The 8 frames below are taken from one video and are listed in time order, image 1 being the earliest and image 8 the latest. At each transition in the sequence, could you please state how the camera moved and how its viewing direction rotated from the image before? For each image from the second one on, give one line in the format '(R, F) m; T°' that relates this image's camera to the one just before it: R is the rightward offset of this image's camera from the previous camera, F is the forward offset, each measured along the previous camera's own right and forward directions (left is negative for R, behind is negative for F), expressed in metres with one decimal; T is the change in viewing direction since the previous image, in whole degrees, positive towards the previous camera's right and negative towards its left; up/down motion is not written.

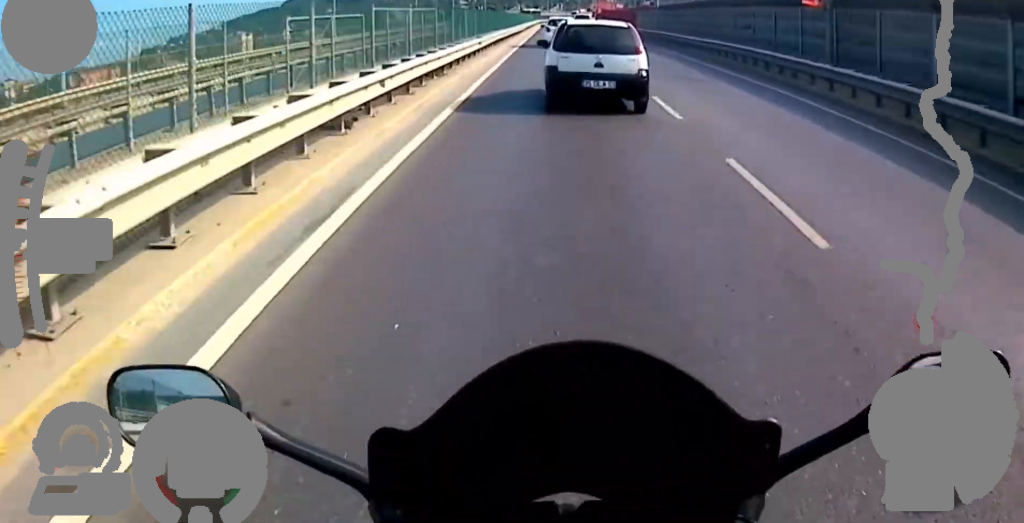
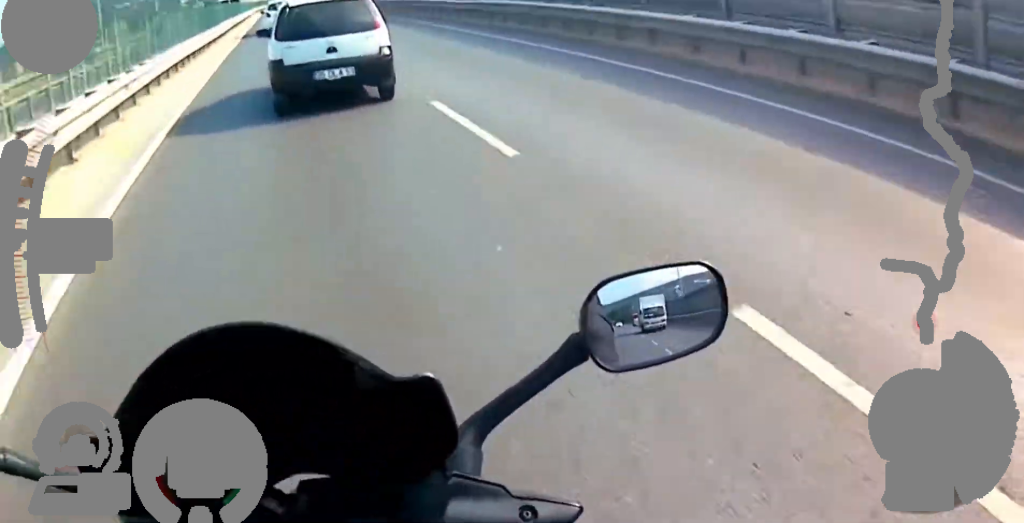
(-1.5, +25.9) m; -3°
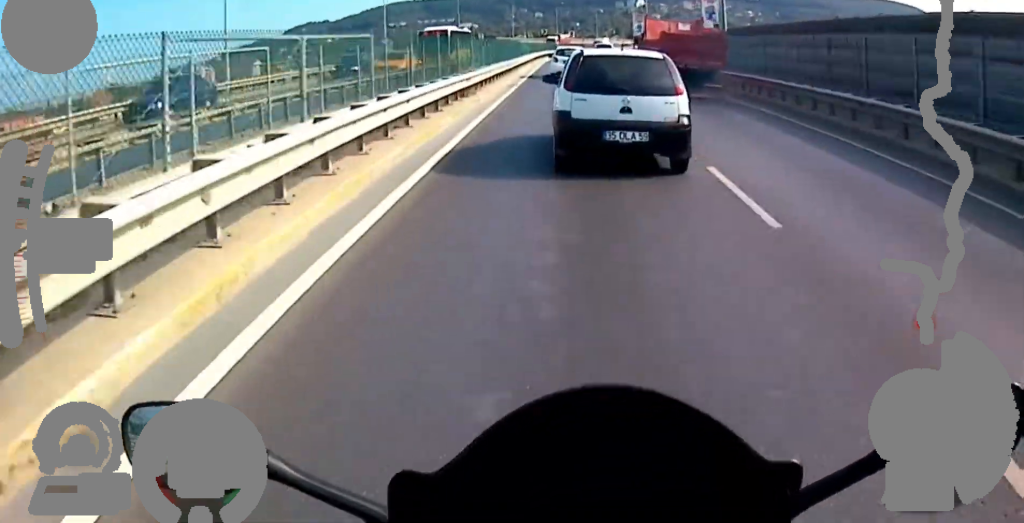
(-0.1, +38.5) m; +1°
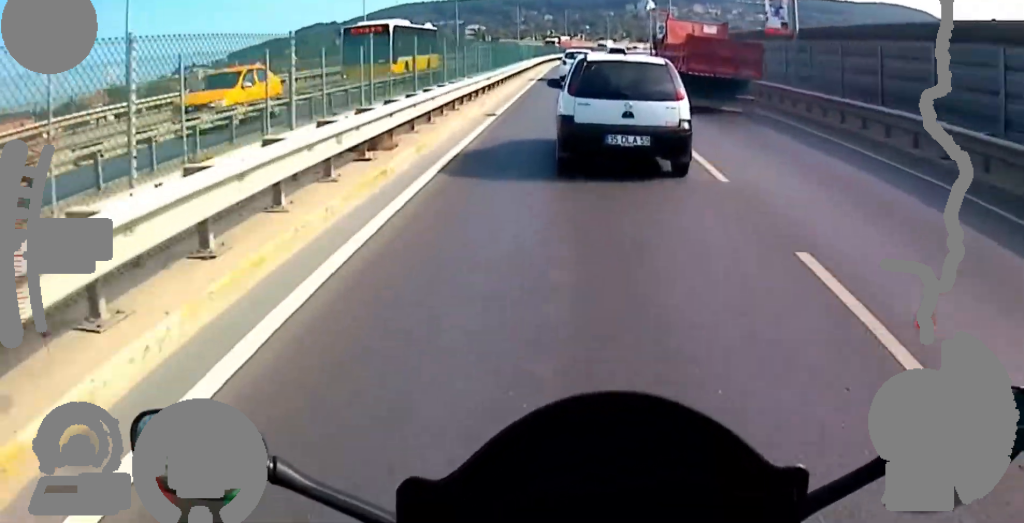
(+0.1, +12.7) m; +1°
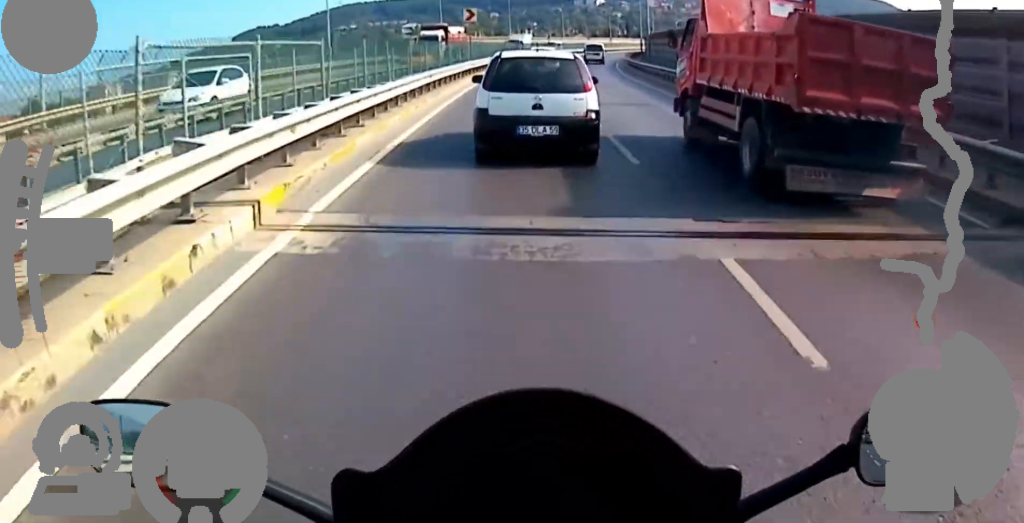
(+2.6, +41.3) m; +11°
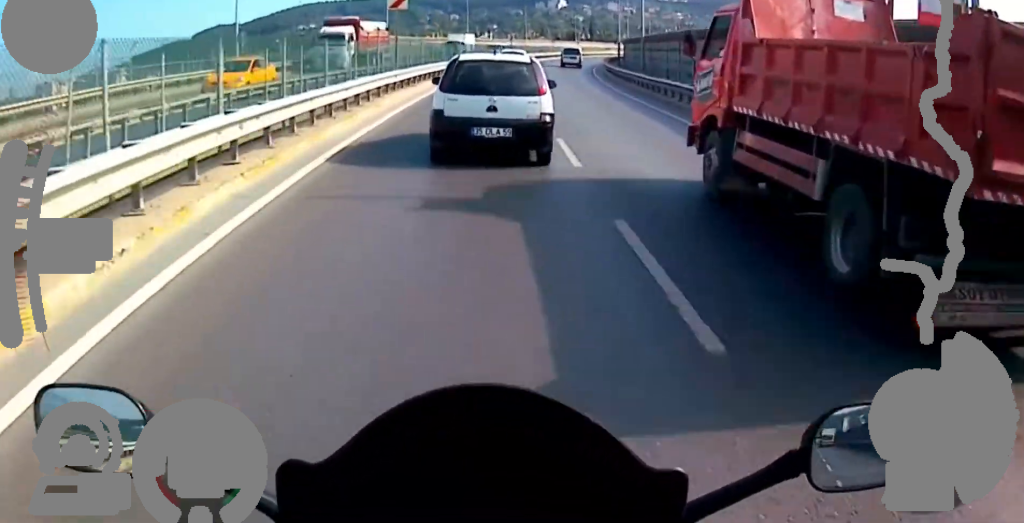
(+0.7, +12.5) m; +3°
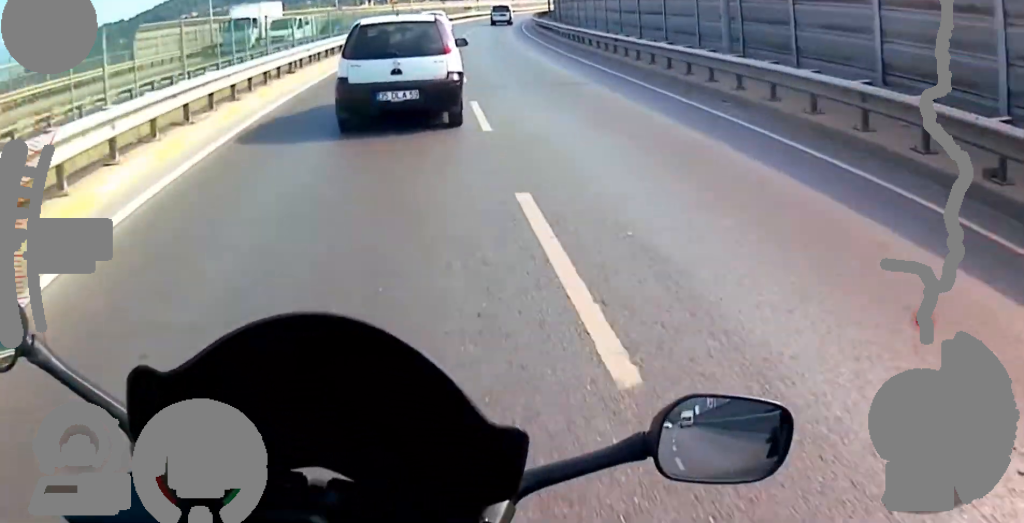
(+1.5, +27.2) m; +3°
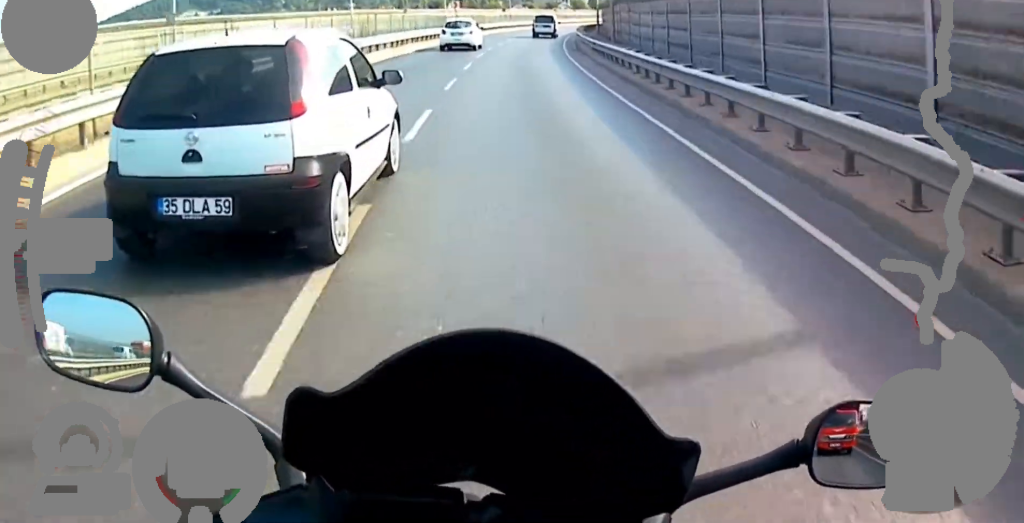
(-1.3, +48.4) m; -4°
